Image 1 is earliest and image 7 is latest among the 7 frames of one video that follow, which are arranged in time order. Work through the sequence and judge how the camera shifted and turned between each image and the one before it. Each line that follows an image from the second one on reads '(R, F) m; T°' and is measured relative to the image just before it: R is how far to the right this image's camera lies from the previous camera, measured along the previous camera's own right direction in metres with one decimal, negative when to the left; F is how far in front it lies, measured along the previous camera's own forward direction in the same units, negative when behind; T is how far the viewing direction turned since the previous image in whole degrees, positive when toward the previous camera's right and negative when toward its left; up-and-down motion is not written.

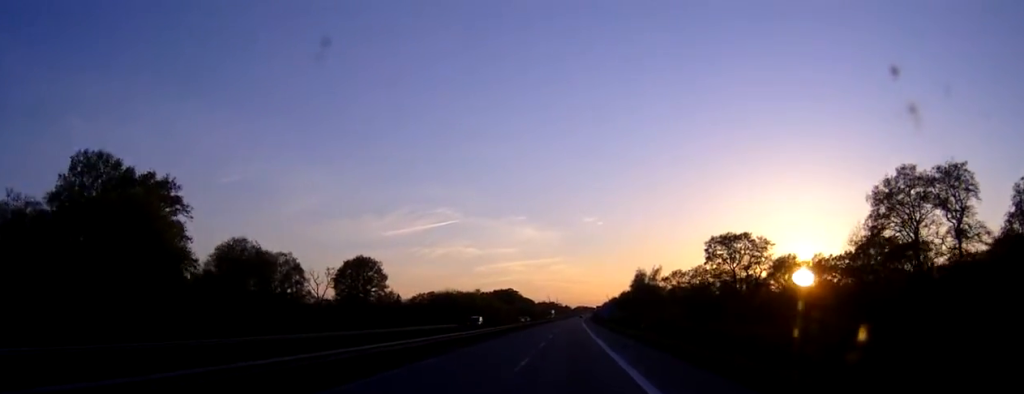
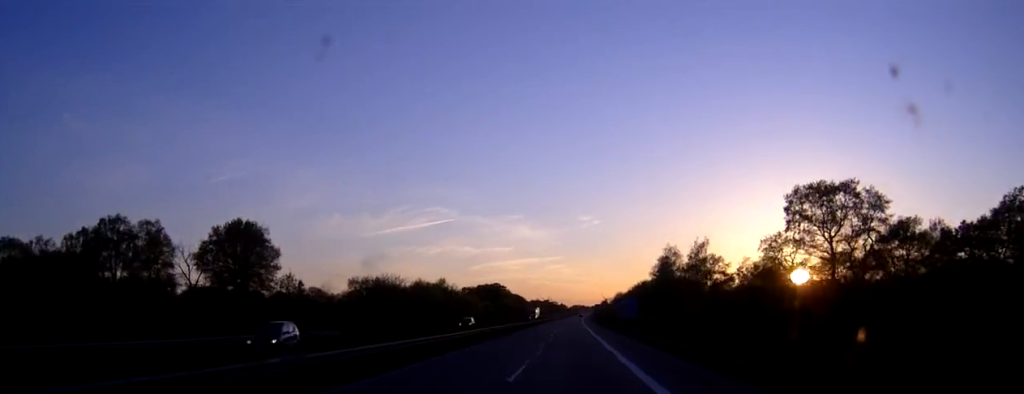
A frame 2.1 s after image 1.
(+0.2, +60.0) m; 0°
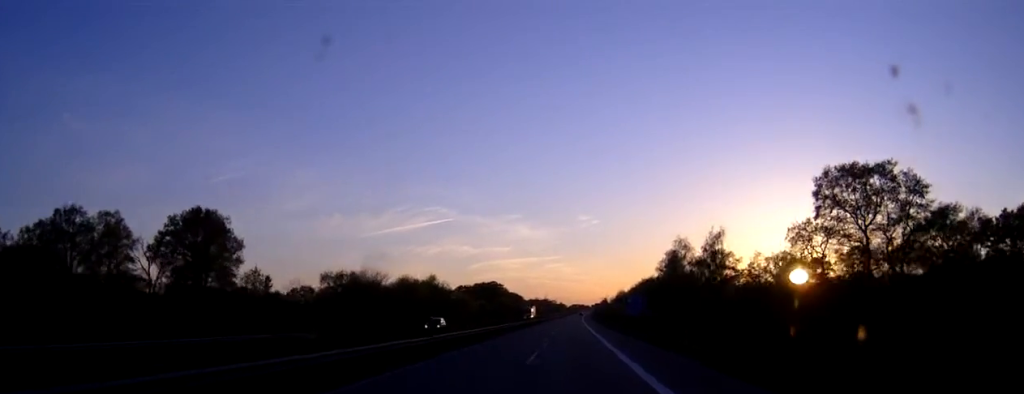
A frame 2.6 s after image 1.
(0.0, +12.2) m; 0°
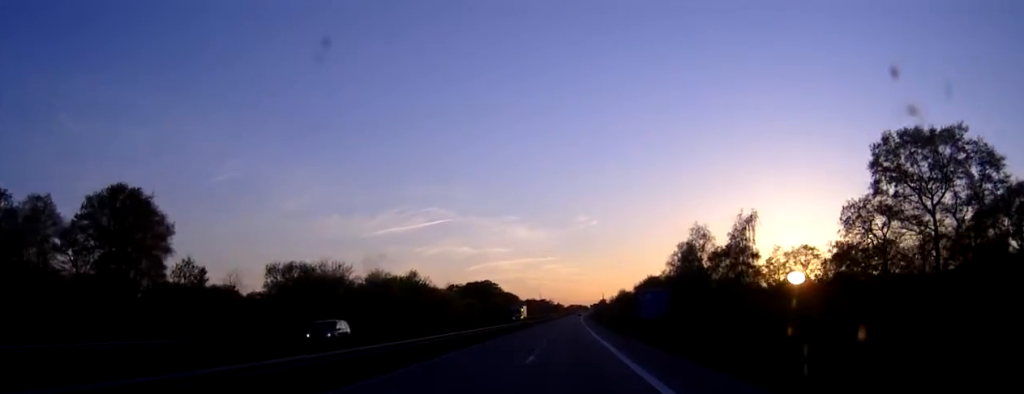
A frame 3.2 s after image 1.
(0.0, +17.8) m; 0°
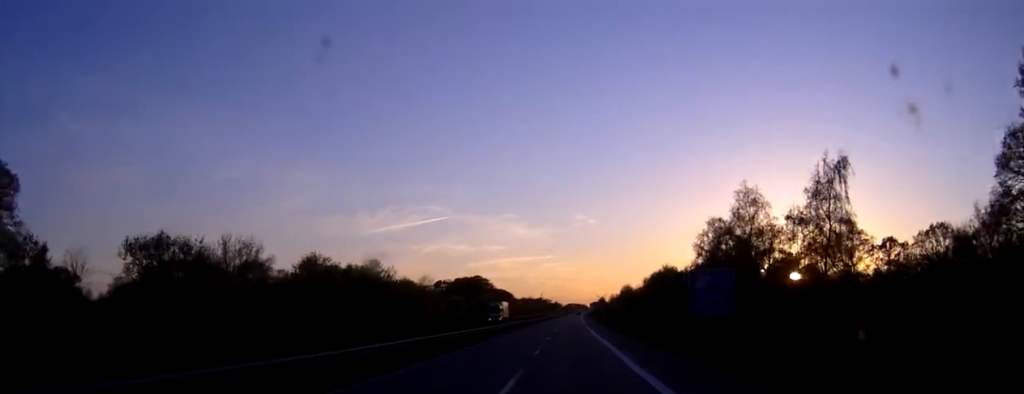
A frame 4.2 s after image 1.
(+0.1, +28.1) m; 0°
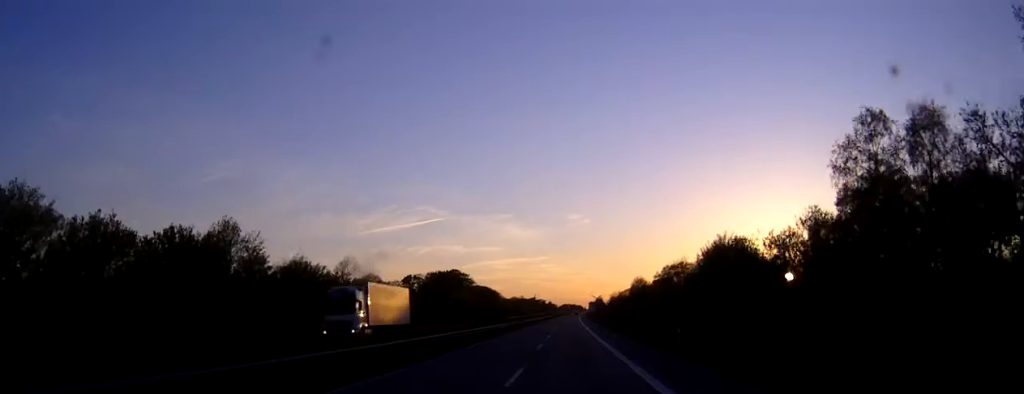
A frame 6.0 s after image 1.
(+0.2, +51.2) m; +1°
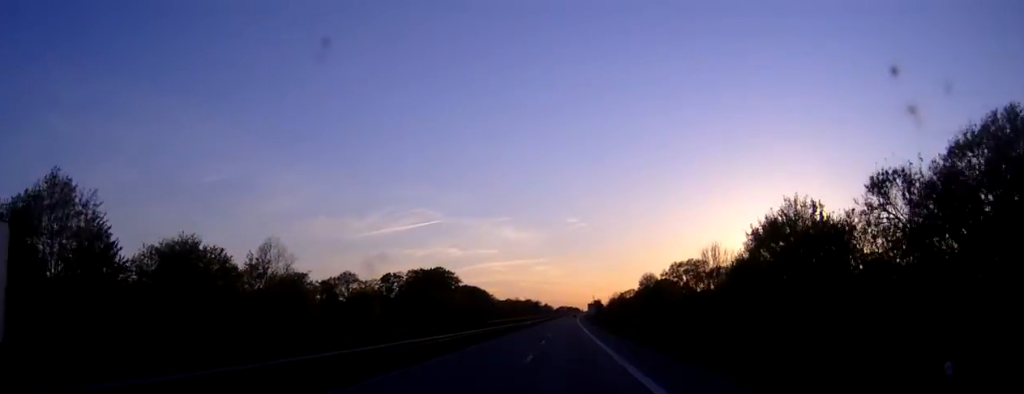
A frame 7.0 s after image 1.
(0.0, +26.2) m; 0°
